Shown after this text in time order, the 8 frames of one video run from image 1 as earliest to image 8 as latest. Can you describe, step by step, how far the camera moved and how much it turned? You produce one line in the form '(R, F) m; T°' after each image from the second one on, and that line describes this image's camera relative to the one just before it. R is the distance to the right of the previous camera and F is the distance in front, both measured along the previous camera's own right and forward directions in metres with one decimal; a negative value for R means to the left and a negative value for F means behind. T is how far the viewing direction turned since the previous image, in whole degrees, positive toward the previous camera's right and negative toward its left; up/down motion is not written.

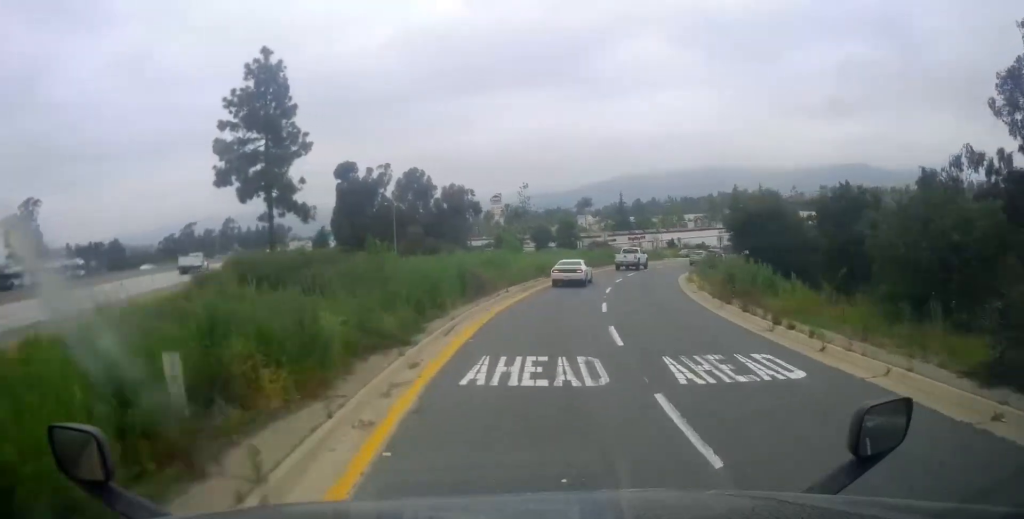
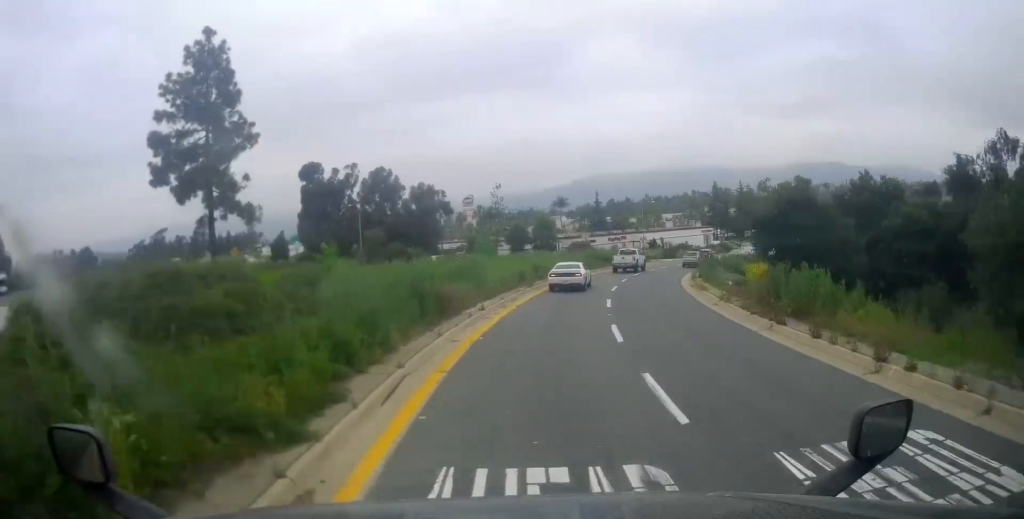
(+0.2, +6.3) m; +2°
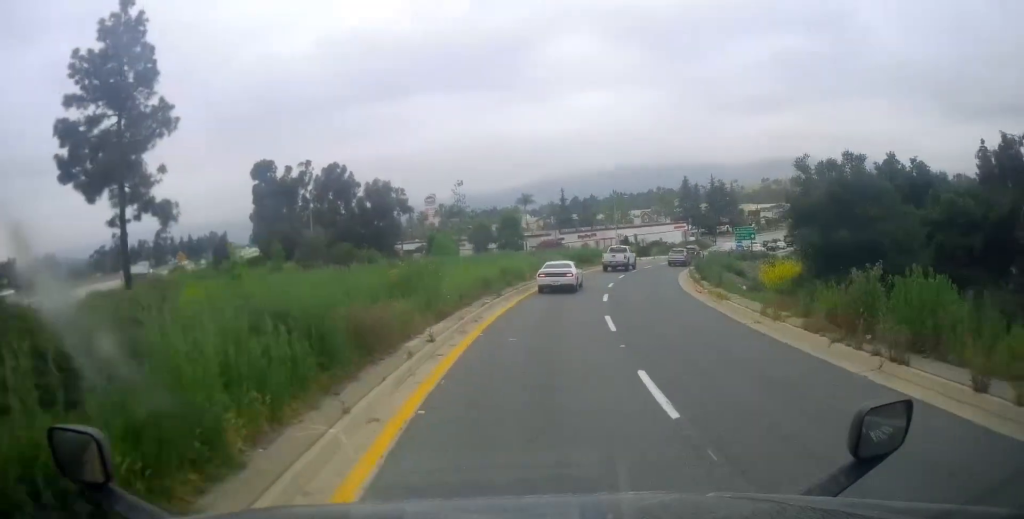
(+0.2, +7.2) m; +3°
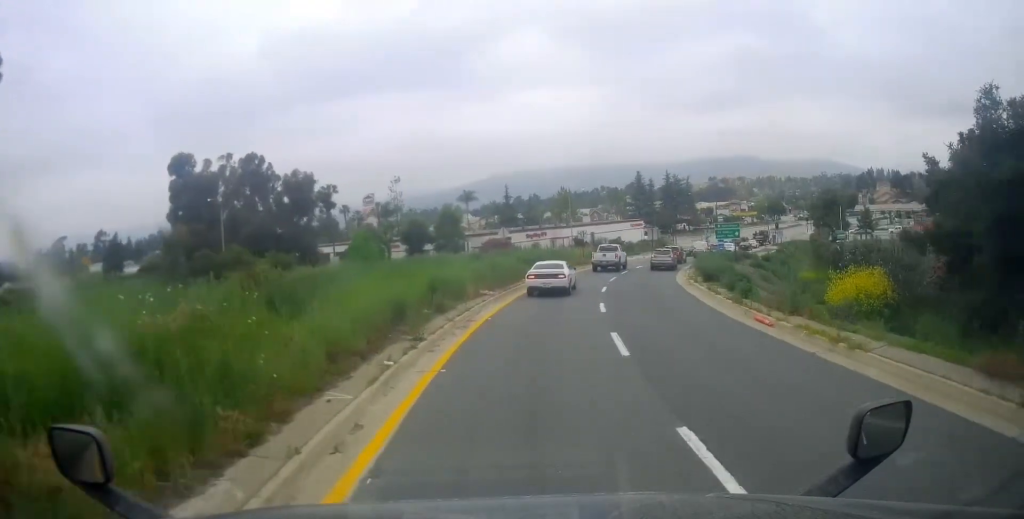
(+1.0, +13.8) m; +8°
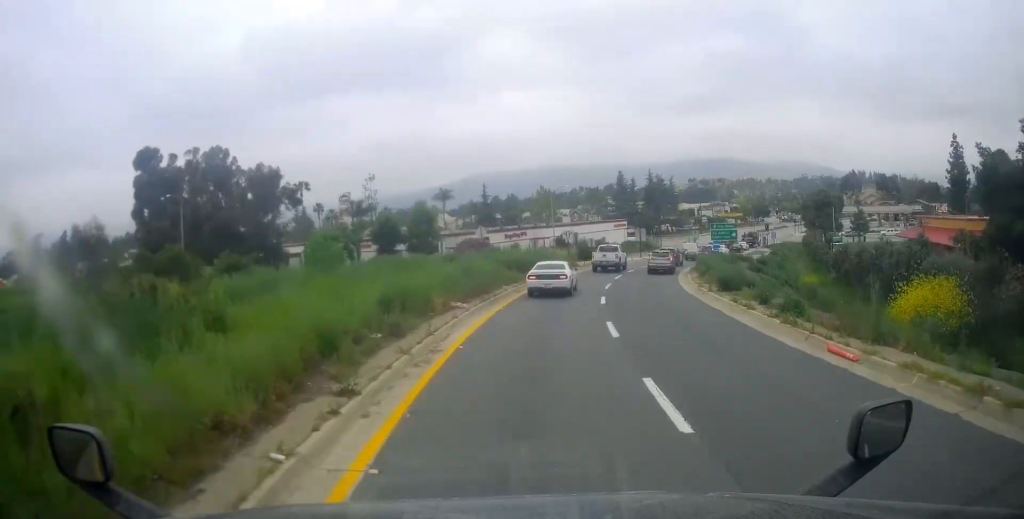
(+0.1, +5.7) m; +7°
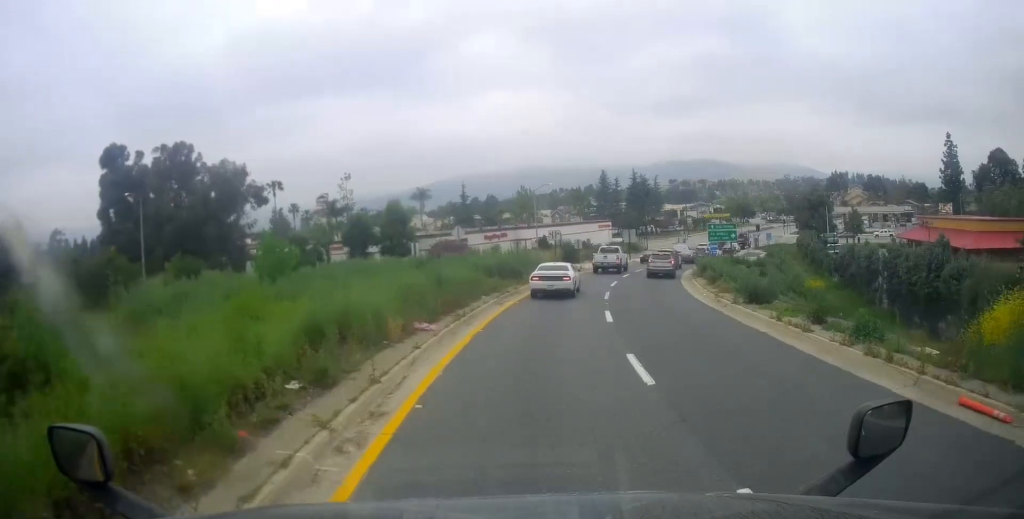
(+0.5, +5.0) m; +5°
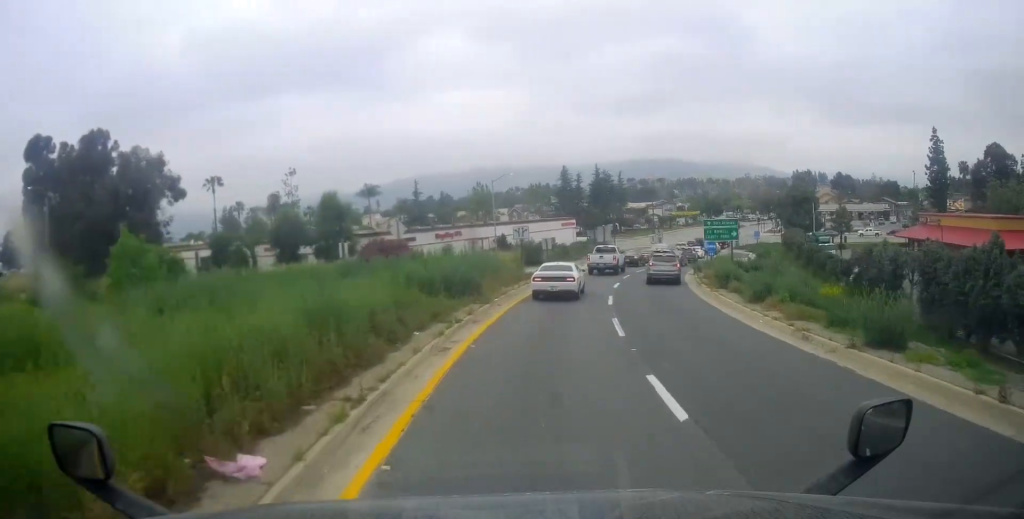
(-0.2, +9.0) m; +4°
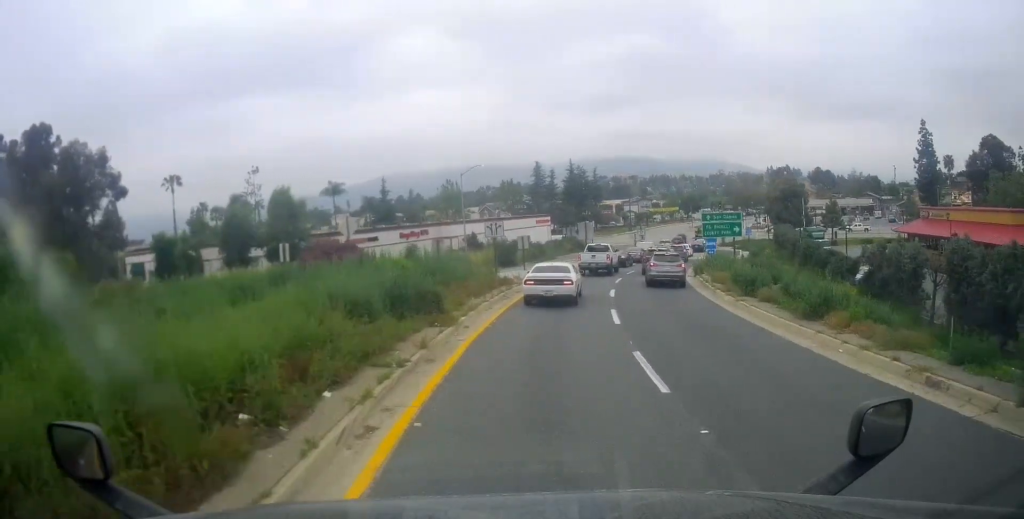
(+0.8, +5.2) m; +6°
